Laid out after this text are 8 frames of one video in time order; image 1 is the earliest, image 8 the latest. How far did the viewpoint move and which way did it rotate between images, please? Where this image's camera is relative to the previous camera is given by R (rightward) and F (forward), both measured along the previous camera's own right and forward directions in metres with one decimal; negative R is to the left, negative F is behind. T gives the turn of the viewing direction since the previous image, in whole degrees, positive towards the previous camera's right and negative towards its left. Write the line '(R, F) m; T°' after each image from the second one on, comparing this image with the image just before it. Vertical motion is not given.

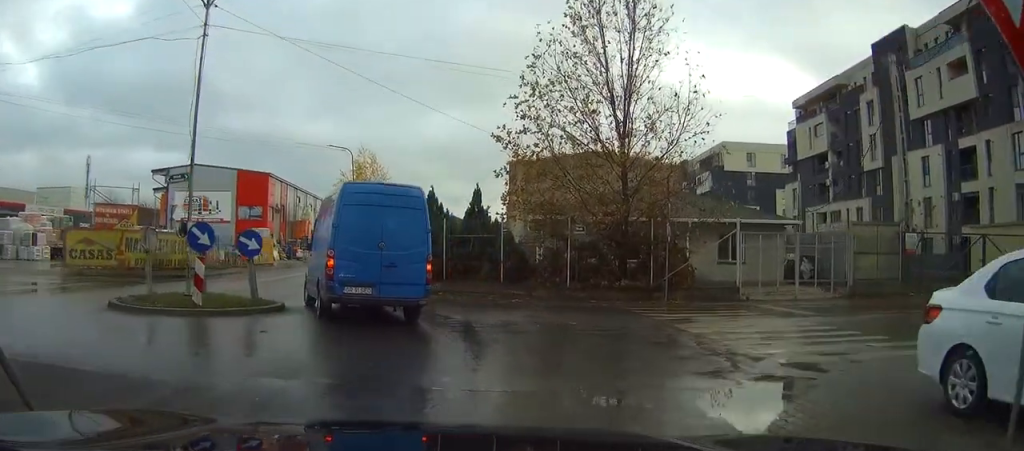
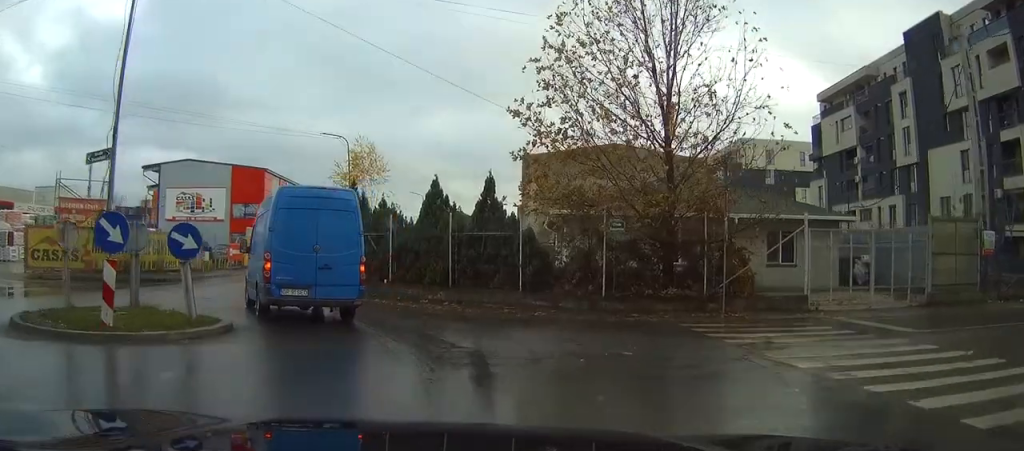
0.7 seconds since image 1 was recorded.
(0.0, +4.2) m; -4°
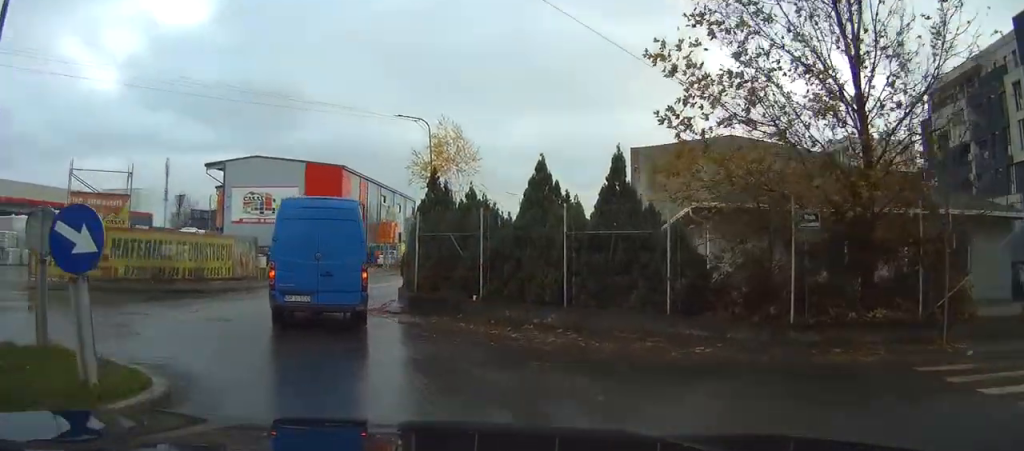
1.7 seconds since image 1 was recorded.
(-0.4, +5.7) m; -7°
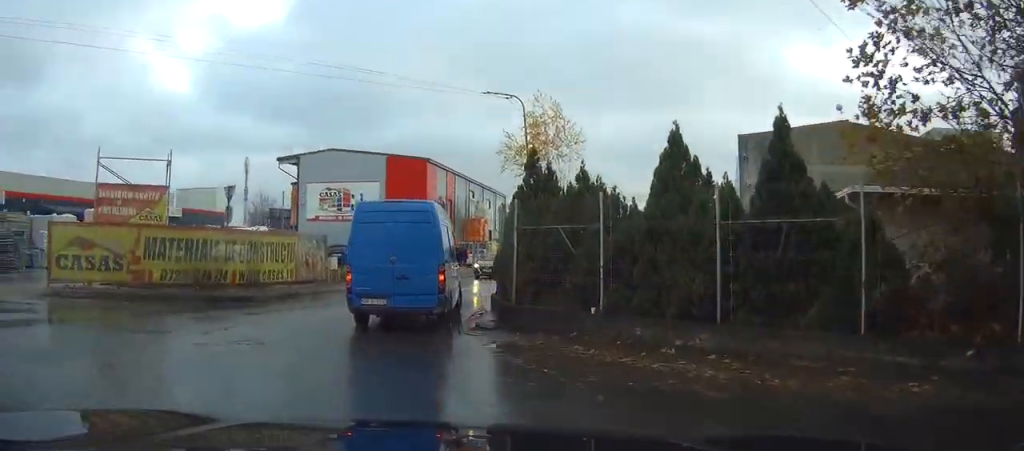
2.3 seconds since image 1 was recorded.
(-0.1, +3.8) m; -5°
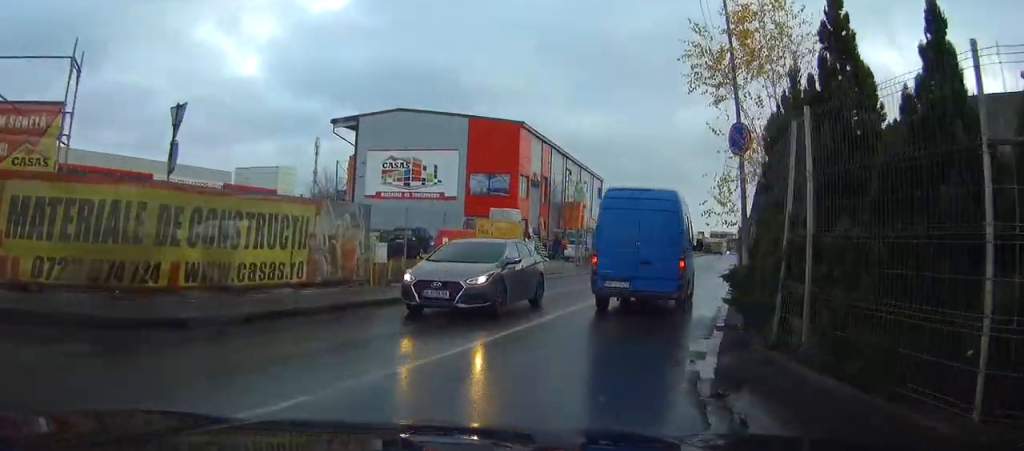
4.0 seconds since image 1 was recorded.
(-1.2, +11.1) m; -10°
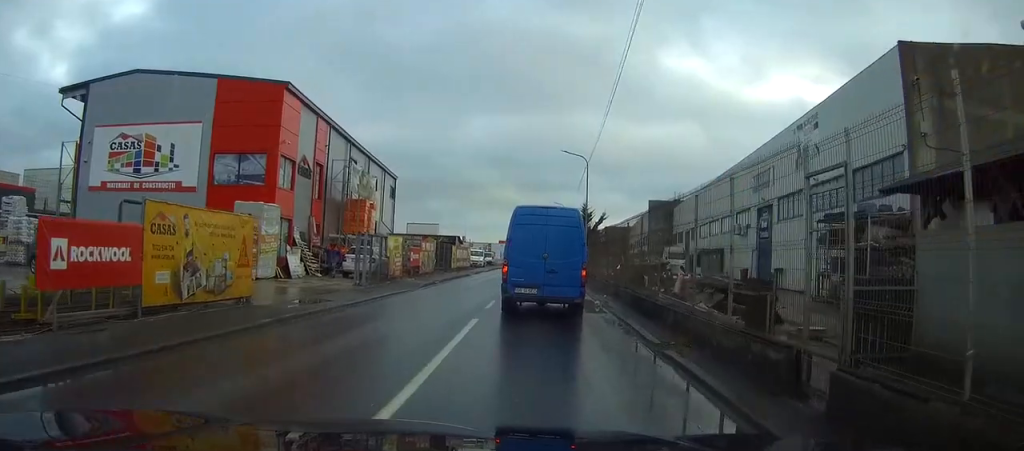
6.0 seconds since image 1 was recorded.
(+0.9, +12.2) m; +9°
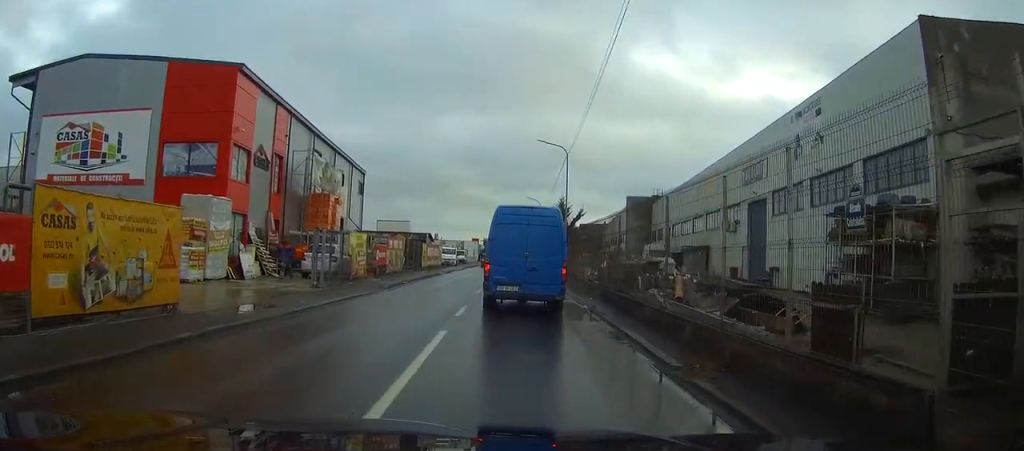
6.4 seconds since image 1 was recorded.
(0.0, +2.7) m; +3°
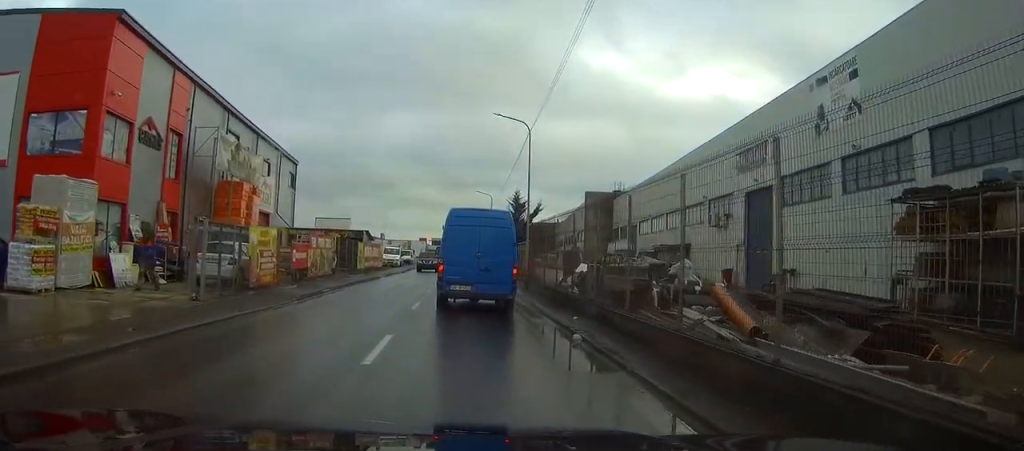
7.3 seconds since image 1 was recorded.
(+0.3, +6.3) m; +7°
